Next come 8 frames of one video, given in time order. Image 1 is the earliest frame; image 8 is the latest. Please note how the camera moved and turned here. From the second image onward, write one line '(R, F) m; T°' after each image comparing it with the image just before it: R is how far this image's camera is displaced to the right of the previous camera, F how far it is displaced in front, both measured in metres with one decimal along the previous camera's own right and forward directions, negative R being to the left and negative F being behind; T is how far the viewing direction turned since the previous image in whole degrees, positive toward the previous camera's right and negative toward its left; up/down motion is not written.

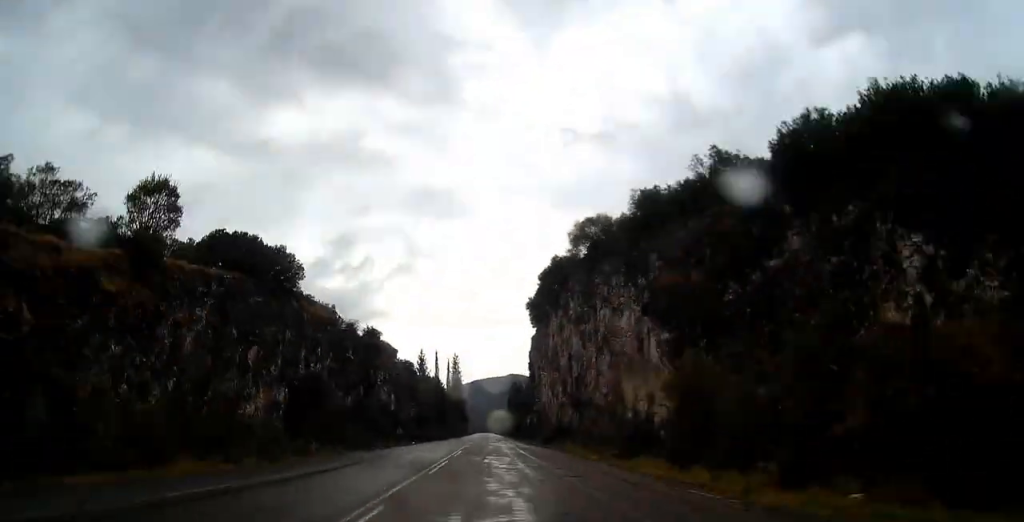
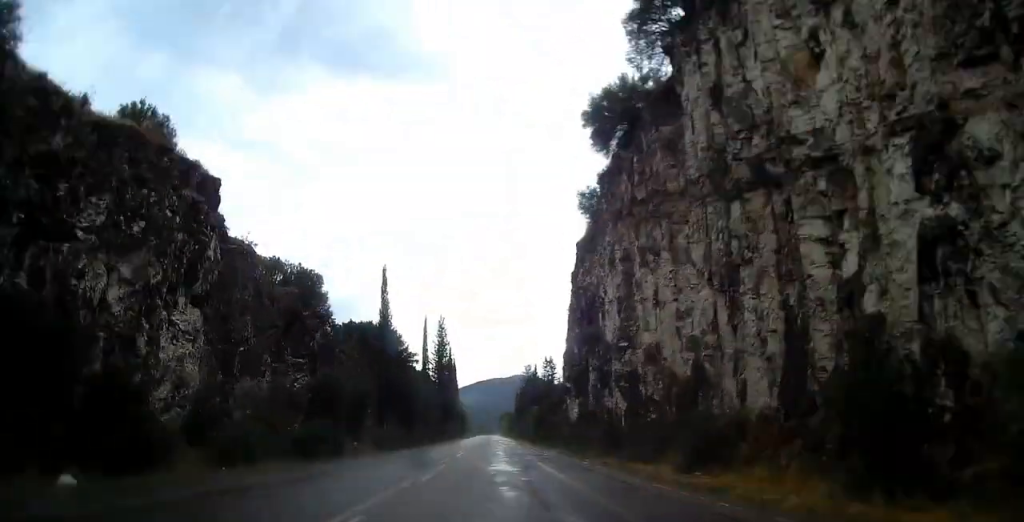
(-1.3, +61.1) m; -1°
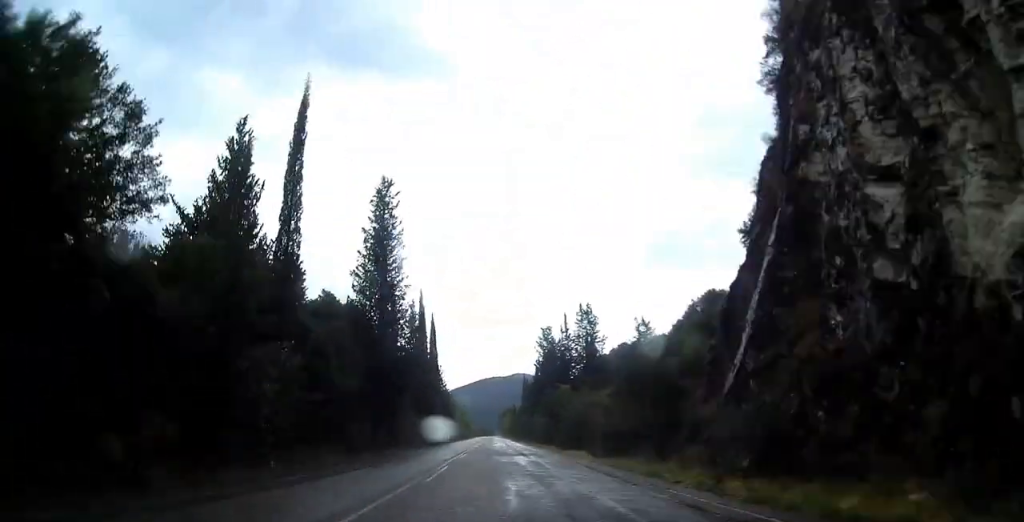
(+0.5, +60.6) m; 0°
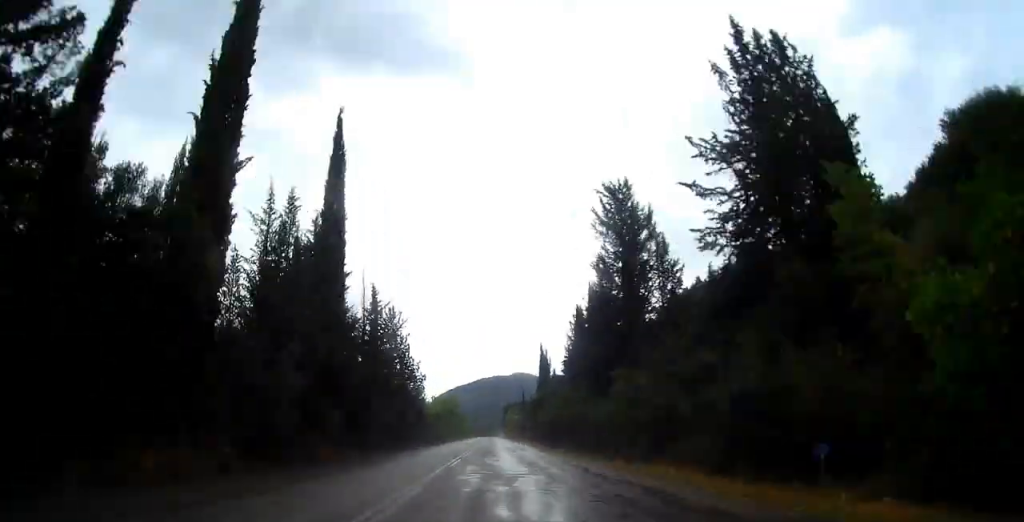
(+0.4, +63.8) m; 0°
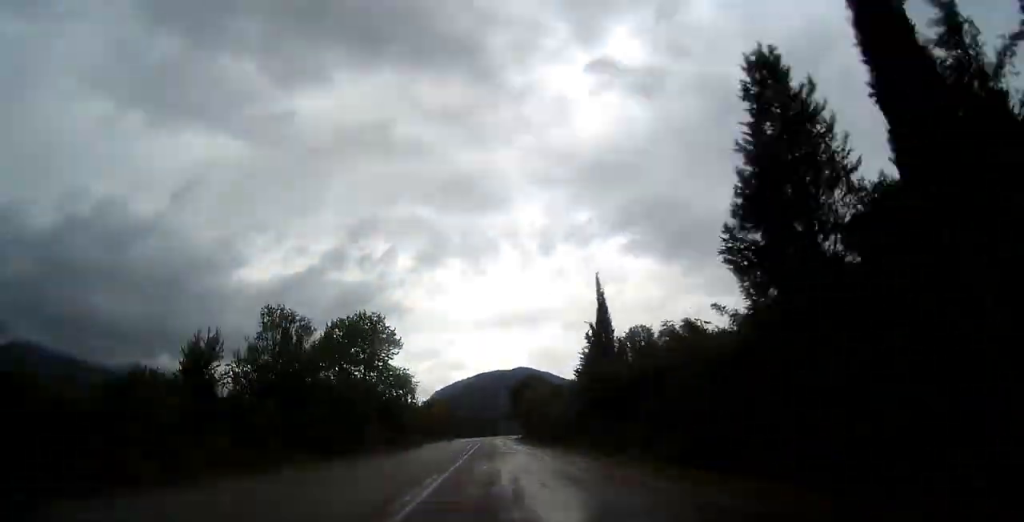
(-0.7, +103.2) m; 0°
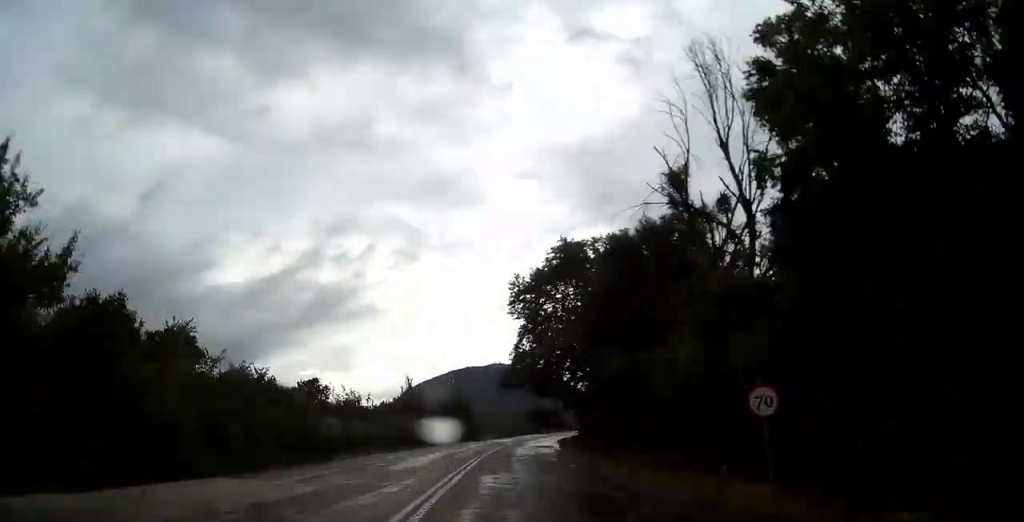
(+0.8, +91.8) m; +1°
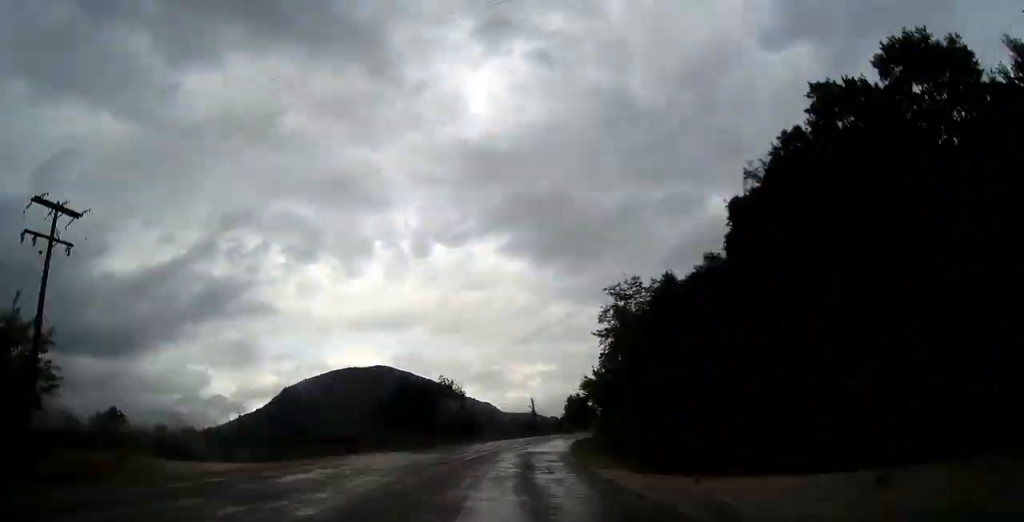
(+0.9, +48.2) m; +10°
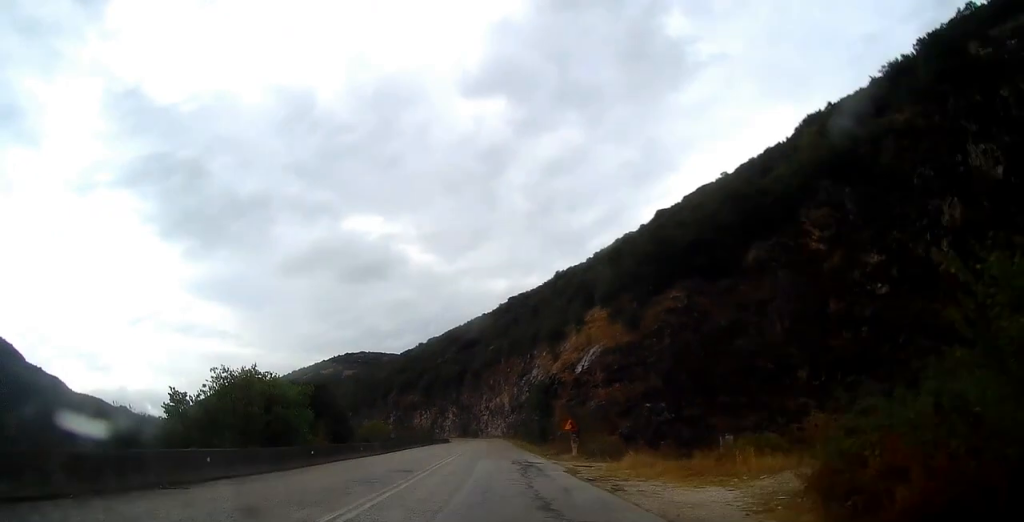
(+116.3, +301.0) m; +34°
